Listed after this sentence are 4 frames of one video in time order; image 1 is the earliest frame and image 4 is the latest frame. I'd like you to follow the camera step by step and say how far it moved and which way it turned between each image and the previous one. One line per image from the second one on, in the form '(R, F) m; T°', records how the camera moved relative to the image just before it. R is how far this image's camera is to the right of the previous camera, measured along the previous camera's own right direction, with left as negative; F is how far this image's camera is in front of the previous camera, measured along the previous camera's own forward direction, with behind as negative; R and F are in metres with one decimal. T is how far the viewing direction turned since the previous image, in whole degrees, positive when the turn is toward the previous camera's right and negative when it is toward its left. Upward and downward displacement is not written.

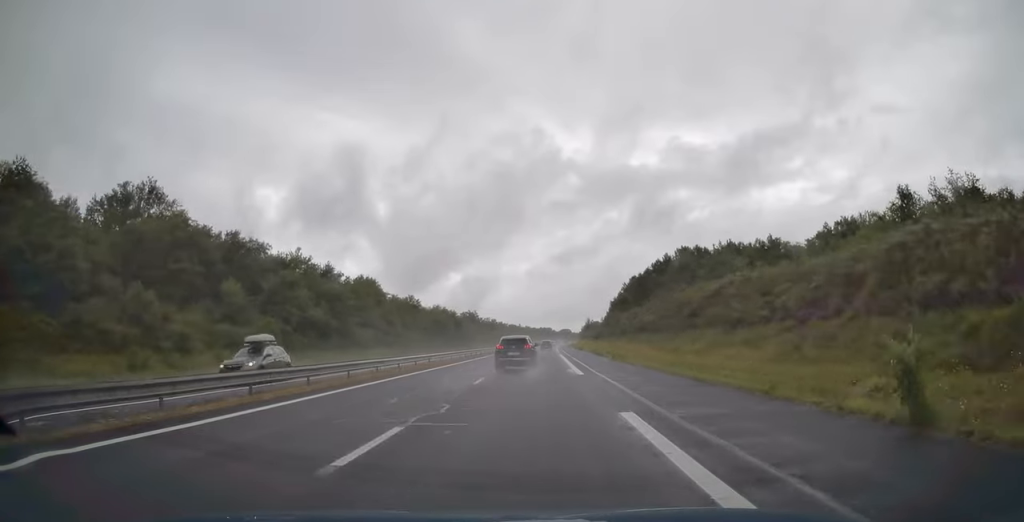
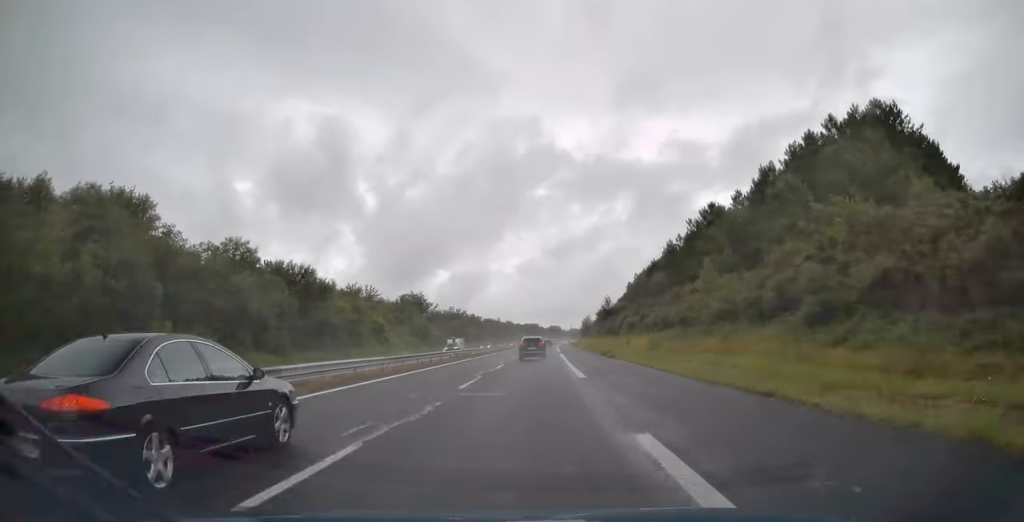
(+1.5, +106.3) m; +1°
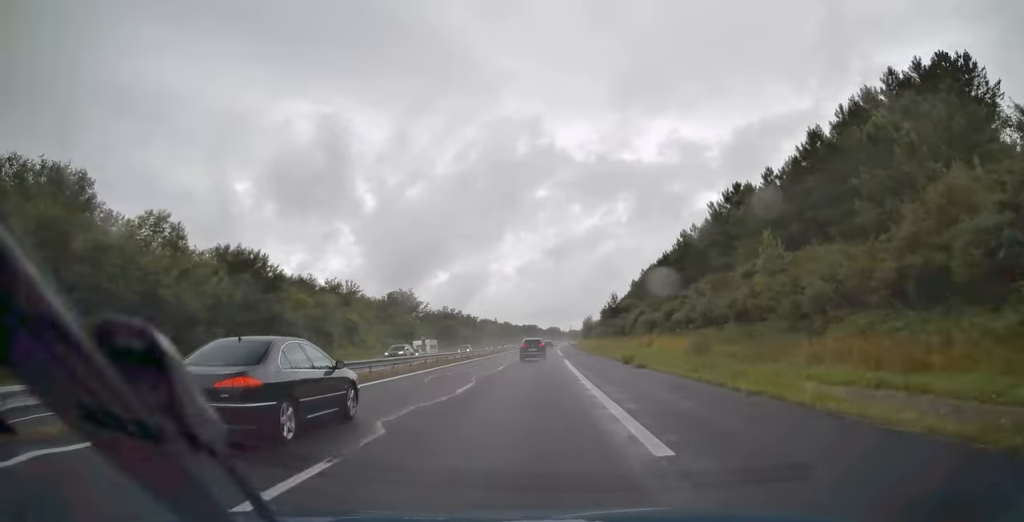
(+0.1, +14.0) m; 0°
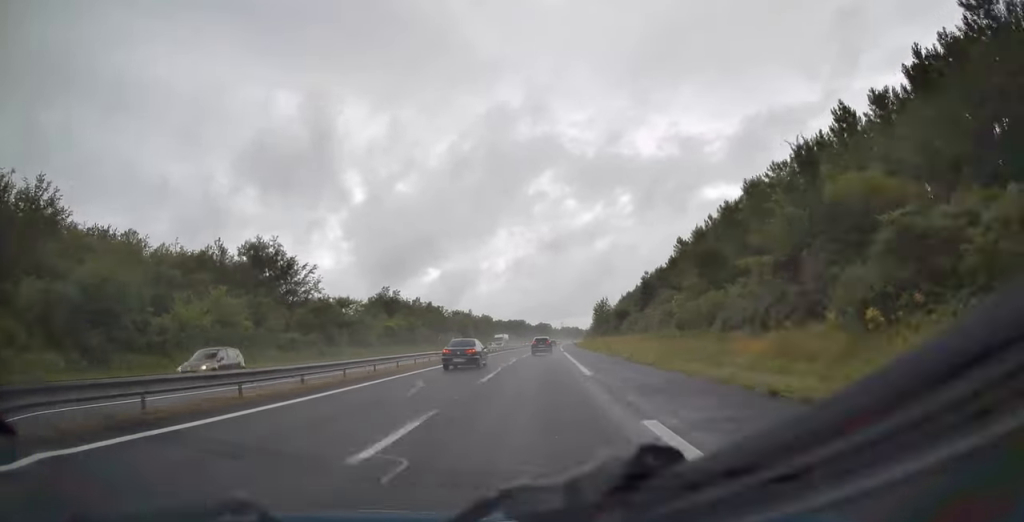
(+0.5, +87.8) m; +1°
